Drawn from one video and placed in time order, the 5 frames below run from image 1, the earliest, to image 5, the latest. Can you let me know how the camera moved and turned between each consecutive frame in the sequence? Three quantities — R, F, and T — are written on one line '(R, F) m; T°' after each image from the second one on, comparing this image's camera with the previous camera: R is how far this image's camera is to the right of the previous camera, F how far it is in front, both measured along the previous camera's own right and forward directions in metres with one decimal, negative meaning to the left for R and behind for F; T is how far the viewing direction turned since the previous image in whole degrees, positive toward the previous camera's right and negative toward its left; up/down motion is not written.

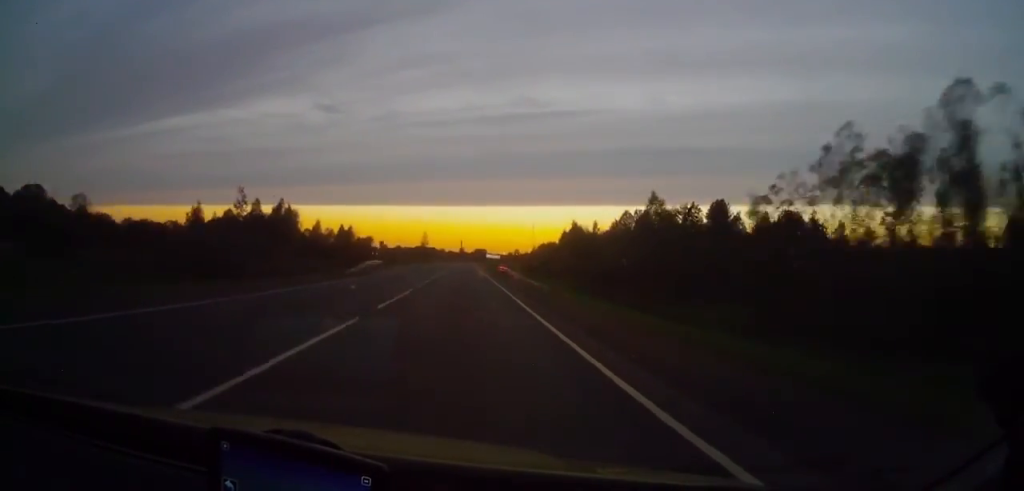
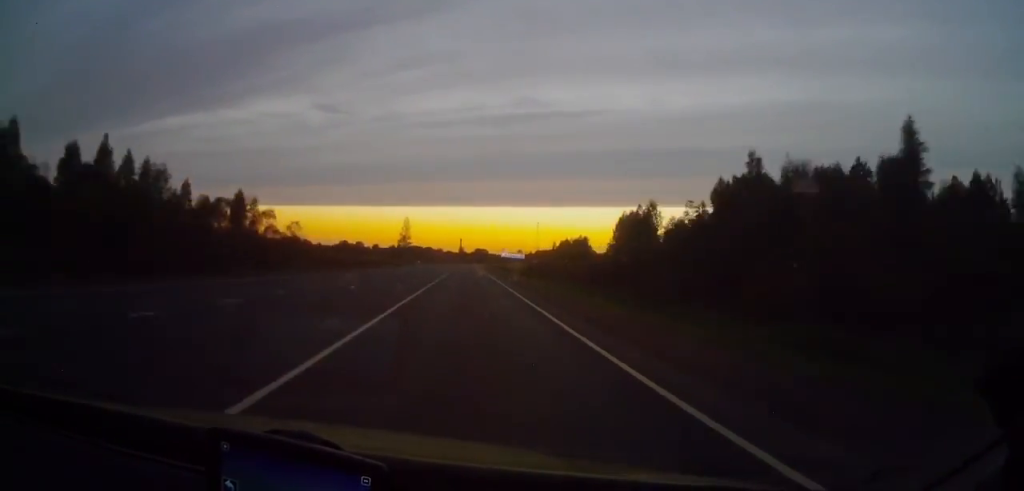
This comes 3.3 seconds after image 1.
(+0.3, +93.1) m; 0°
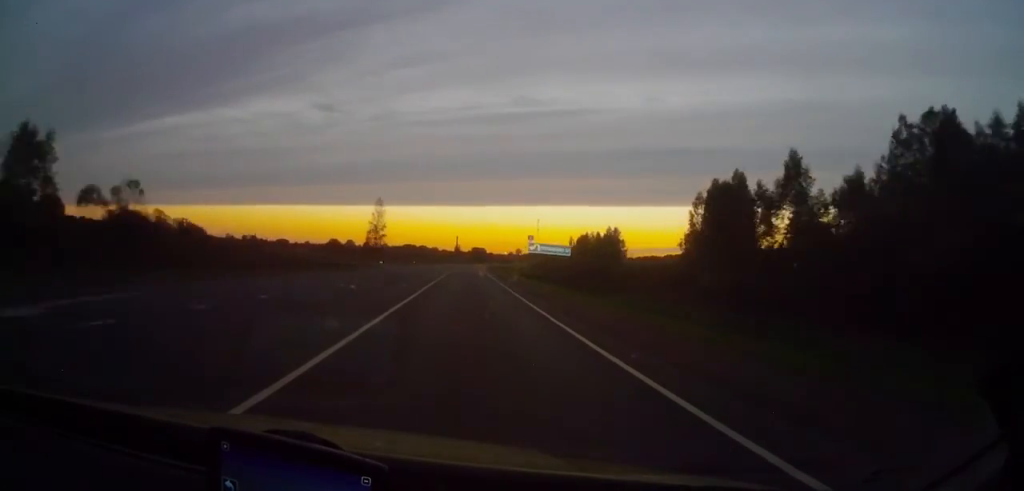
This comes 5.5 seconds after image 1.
(-0.4, +59.6) m; 0°
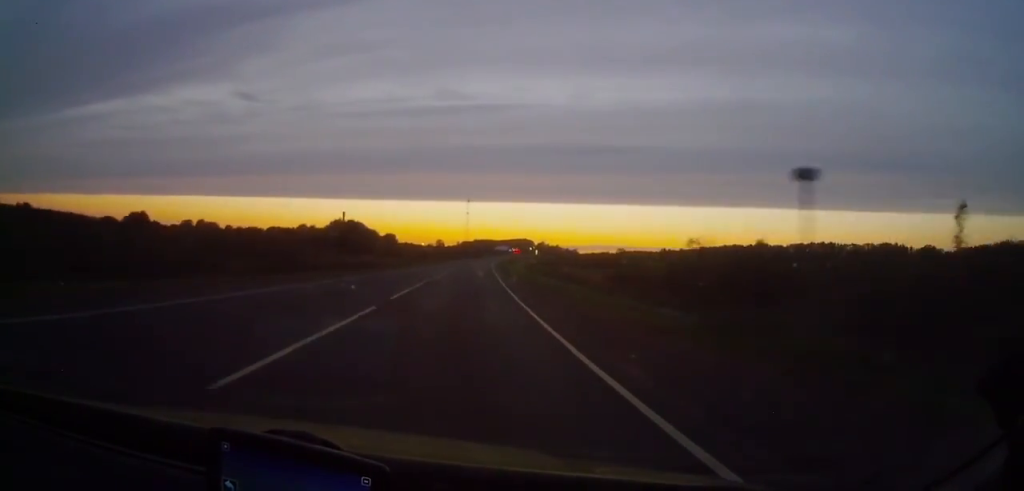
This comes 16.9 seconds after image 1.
(+16.7, +309.6) m; +7°
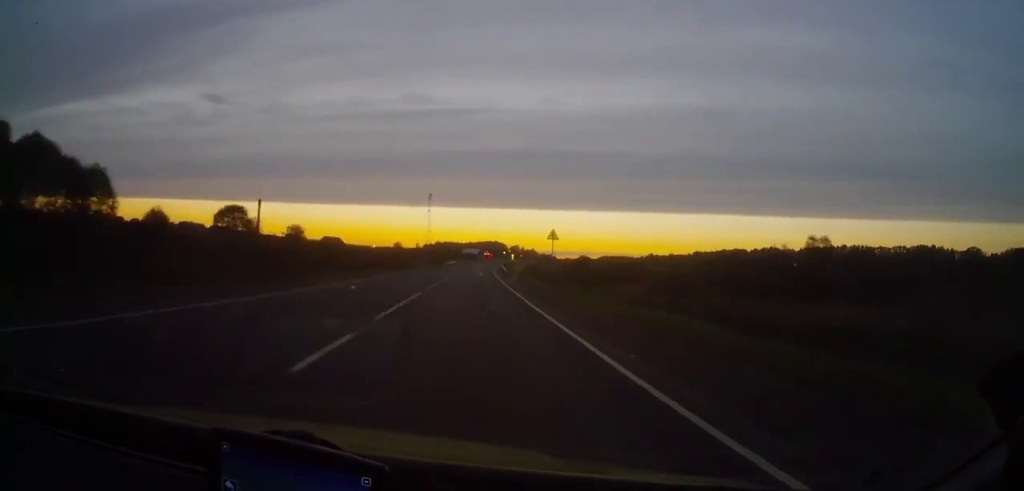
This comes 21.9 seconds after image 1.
(+3.5, +125.8) m; +3°
